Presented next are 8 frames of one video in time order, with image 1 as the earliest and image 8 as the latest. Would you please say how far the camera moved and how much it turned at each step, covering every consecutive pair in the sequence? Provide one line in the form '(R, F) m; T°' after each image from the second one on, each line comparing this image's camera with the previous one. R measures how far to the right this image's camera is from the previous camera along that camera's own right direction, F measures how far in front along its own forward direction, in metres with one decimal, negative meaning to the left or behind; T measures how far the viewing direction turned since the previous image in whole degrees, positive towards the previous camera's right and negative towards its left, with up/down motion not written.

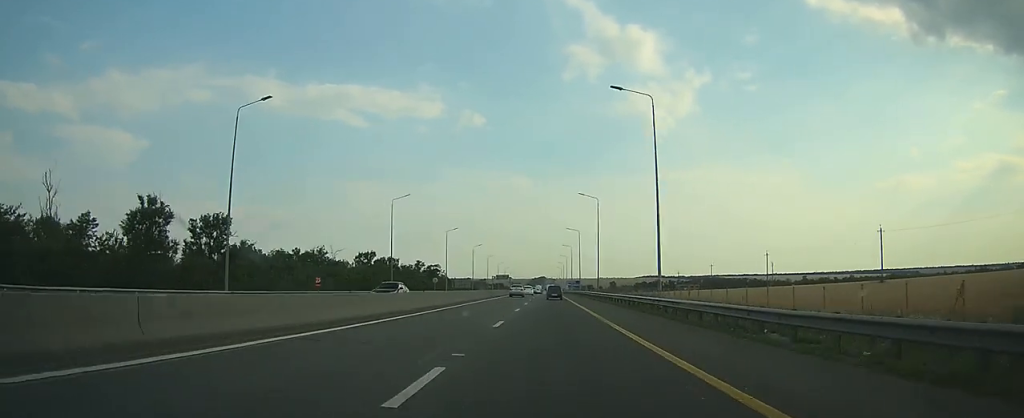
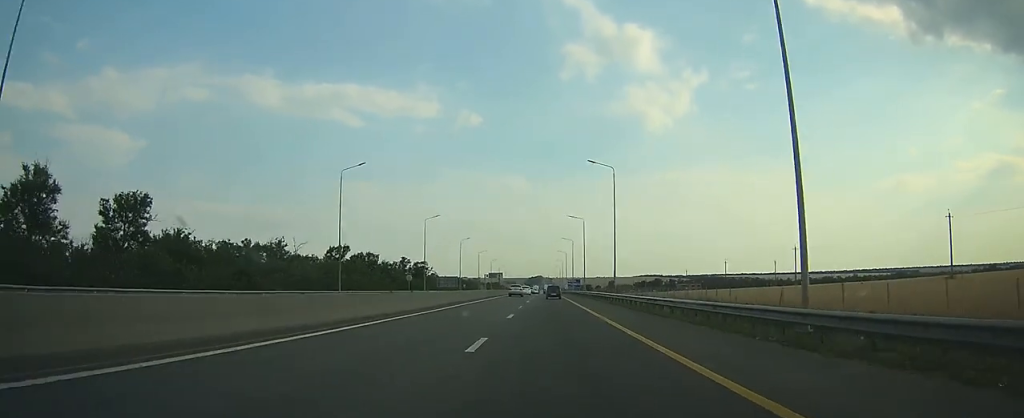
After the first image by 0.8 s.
(0.0, +18.9) m; 0°
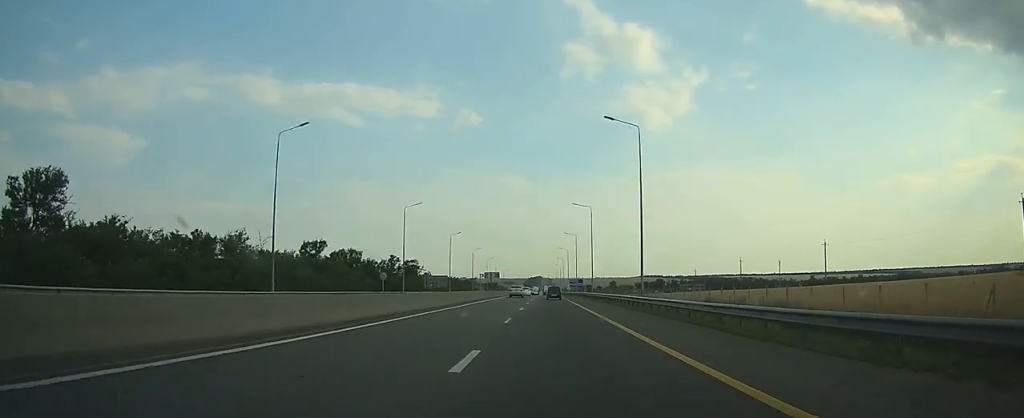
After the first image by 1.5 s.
(0.0, +14.5) m; 0°
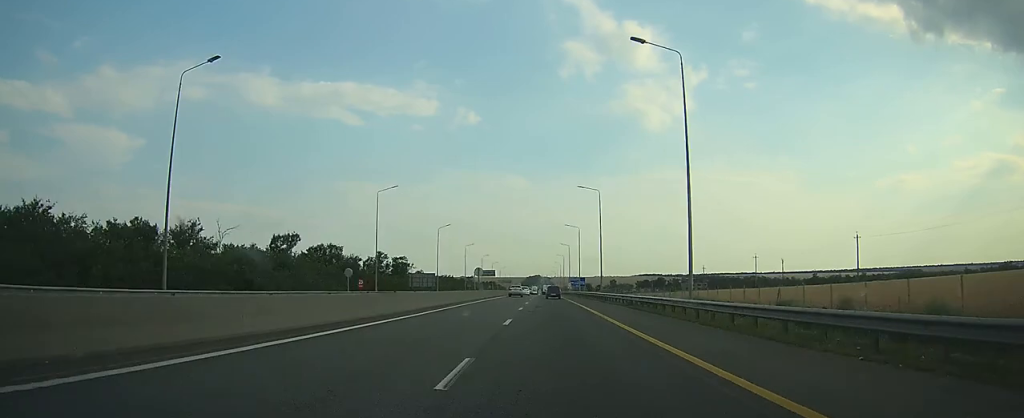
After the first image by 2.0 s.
(+0.1, +13.1) m; 0°
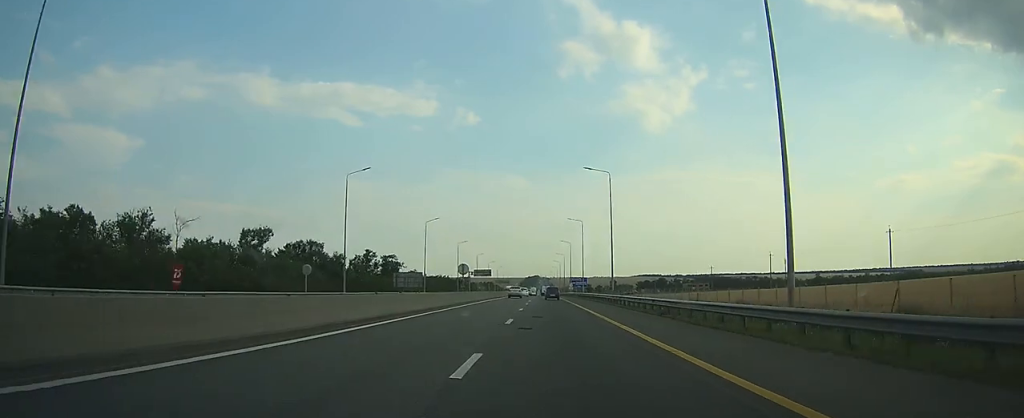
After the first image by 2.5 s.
(0.0, +11.0) m; 0°
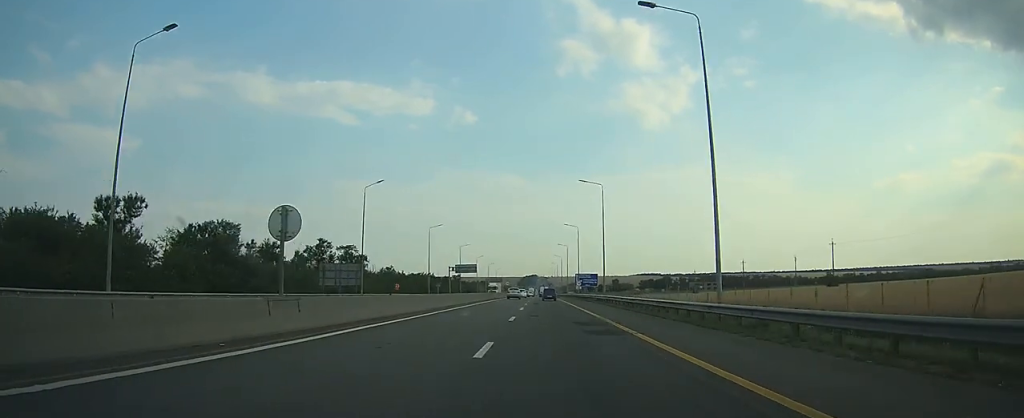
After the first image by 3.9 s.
(-0.2, +33.5) m; 0°
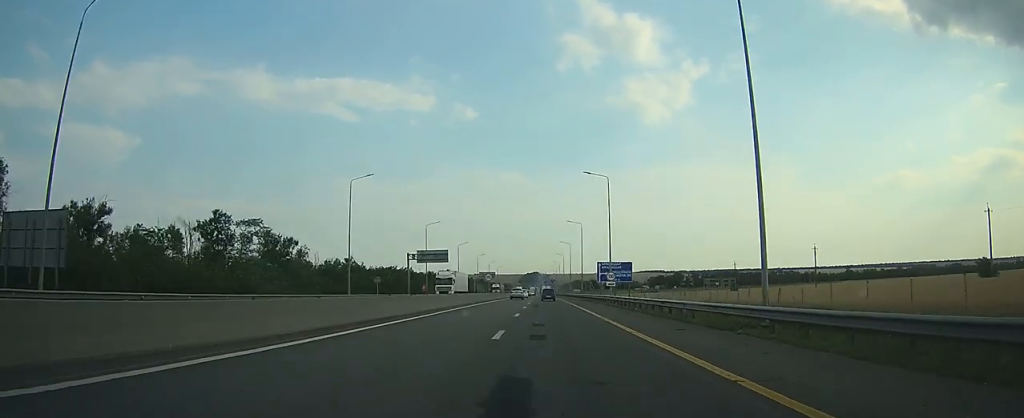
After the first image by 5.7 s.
(0.0, +43.9) m; 0°
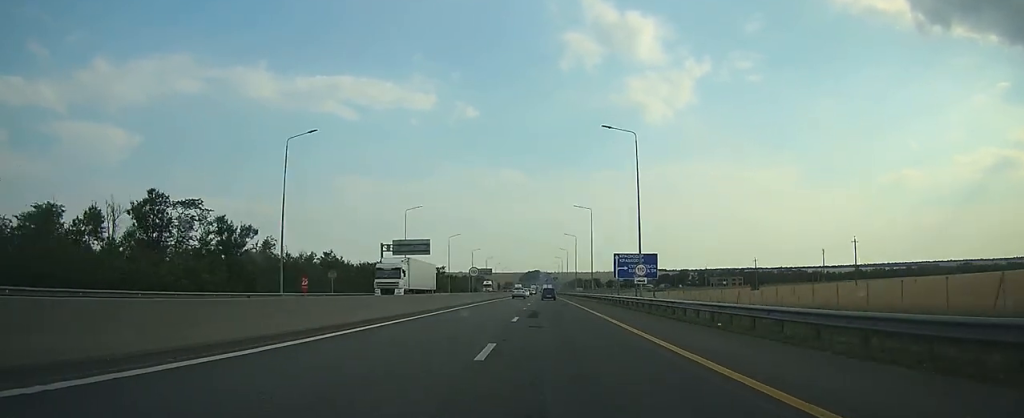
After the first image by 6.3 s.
(0.0, +16.1) m; 0°
